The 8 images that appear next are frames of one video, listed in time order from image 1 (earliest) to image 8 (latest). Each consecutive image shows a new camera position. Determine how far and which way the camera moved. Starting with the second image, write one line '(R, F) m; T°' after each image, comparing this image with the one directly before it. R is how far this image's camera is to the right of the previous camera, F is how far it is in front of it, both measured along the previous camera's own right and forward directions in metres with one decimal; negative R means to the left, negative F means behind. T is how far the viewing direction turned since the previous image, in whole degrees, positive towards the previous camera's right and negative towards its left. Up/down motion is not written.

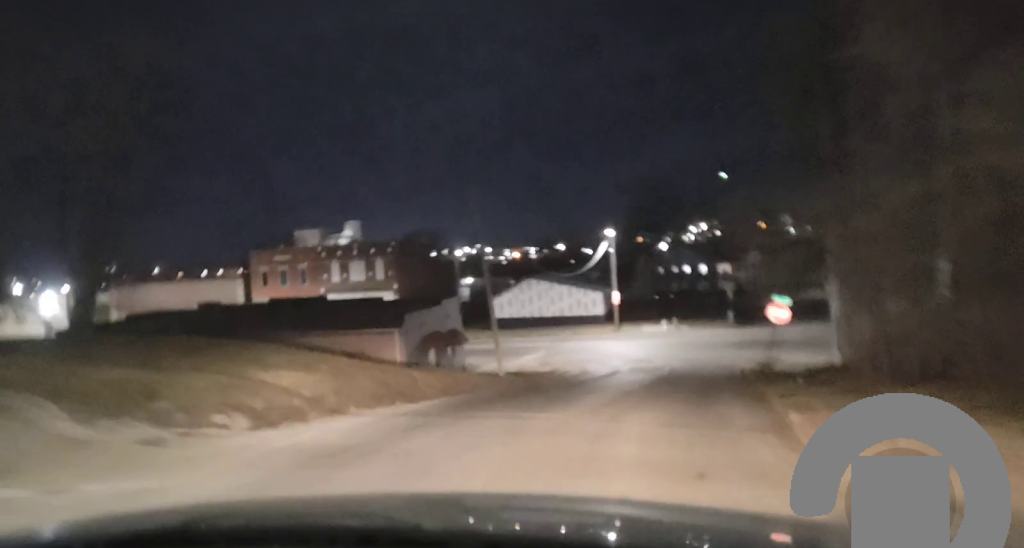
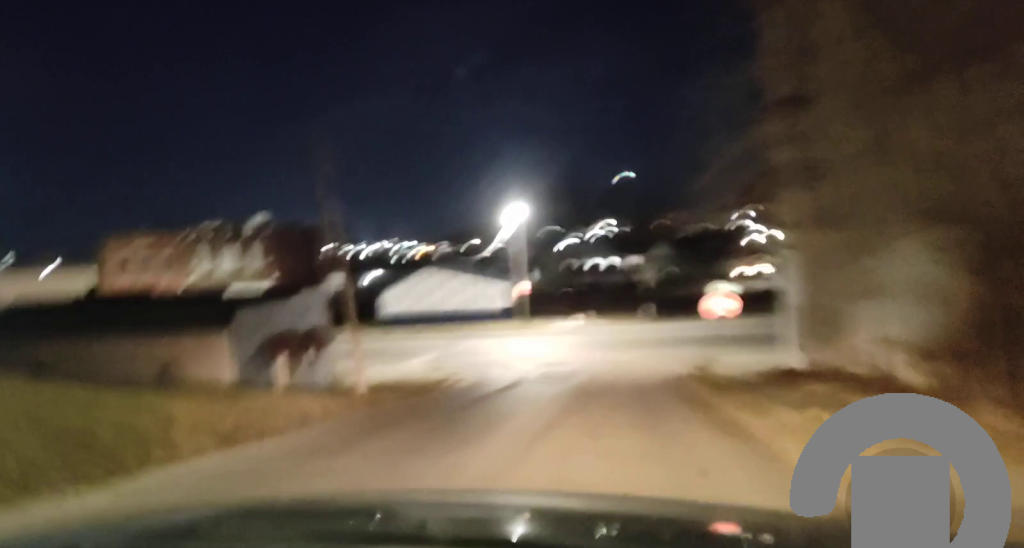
(+0.3, +10.3) m; +5°
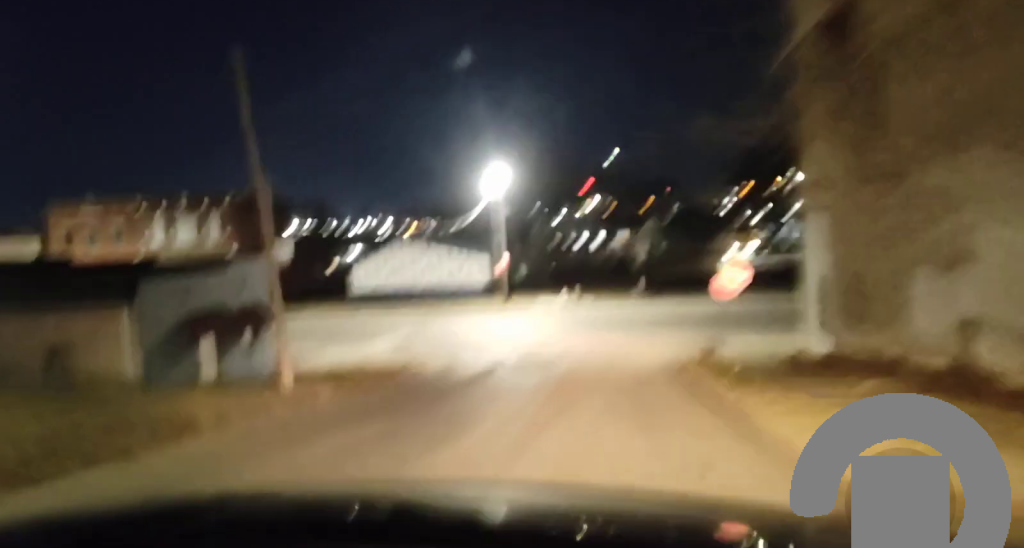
(+0.2, +4.6) m; +2°
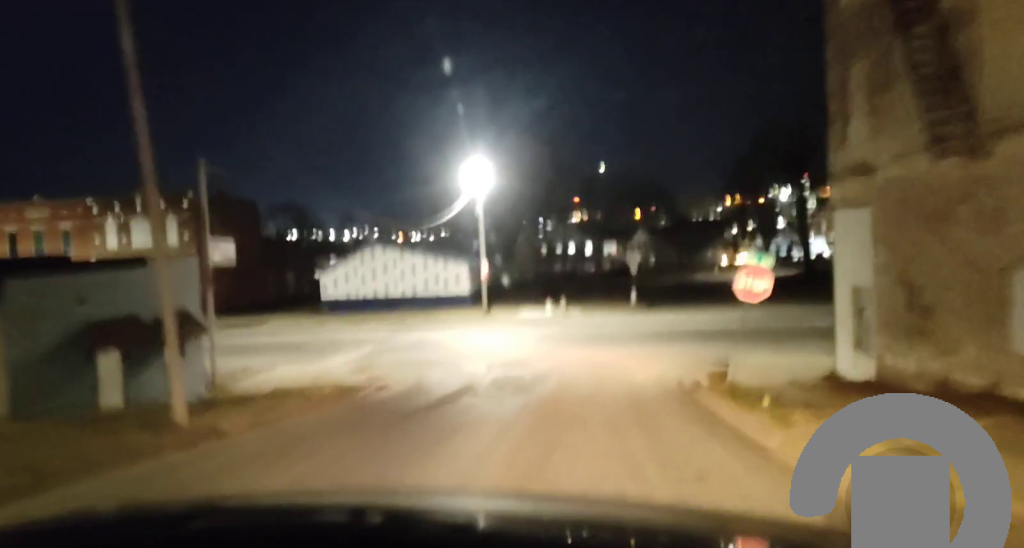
(0.0, +4.3) m; 0°
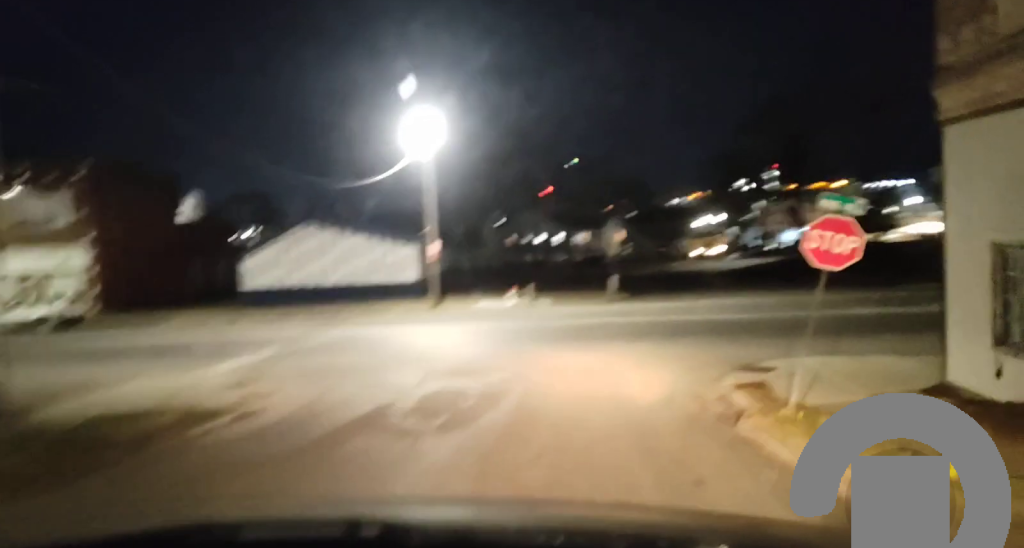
(0.0, +7.8) m; +1°
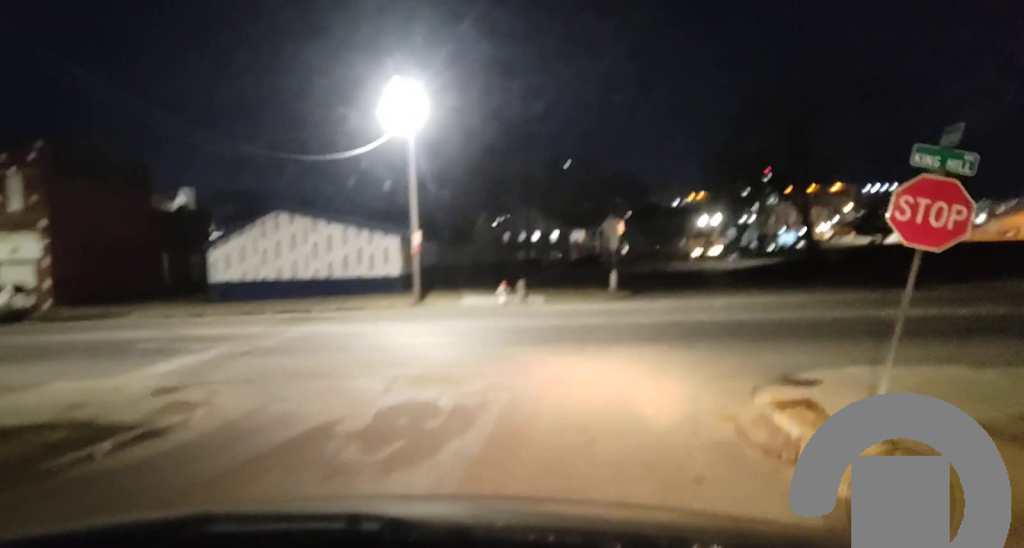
(0.0, +3.1) m; +2°
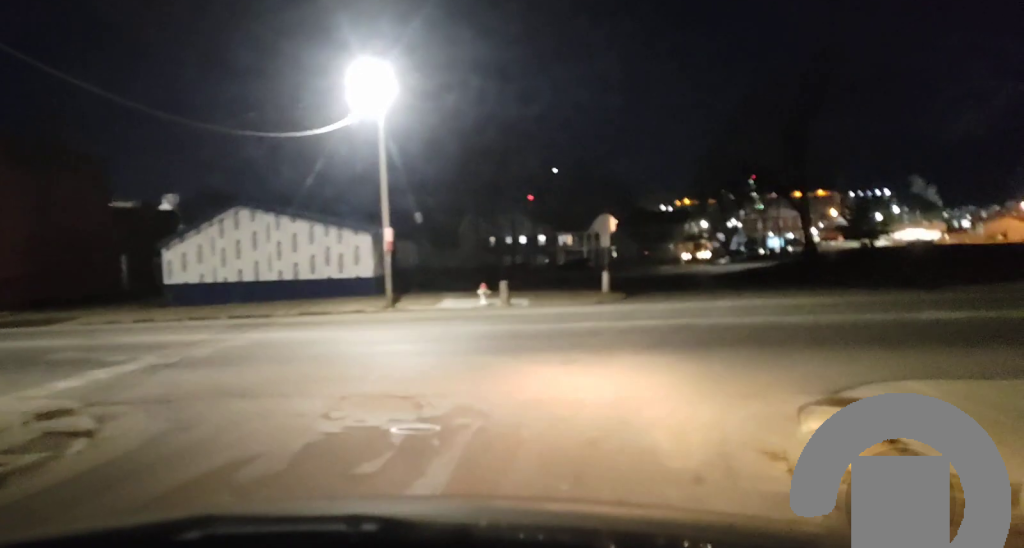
(+0.1, +3.0) m; +2°
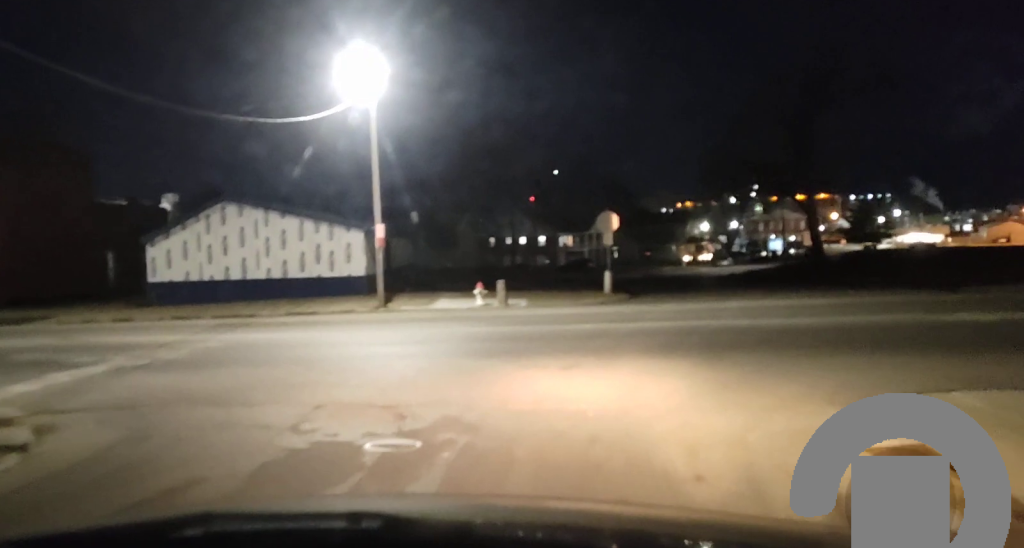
(0.0, +1.3) m; 0°
